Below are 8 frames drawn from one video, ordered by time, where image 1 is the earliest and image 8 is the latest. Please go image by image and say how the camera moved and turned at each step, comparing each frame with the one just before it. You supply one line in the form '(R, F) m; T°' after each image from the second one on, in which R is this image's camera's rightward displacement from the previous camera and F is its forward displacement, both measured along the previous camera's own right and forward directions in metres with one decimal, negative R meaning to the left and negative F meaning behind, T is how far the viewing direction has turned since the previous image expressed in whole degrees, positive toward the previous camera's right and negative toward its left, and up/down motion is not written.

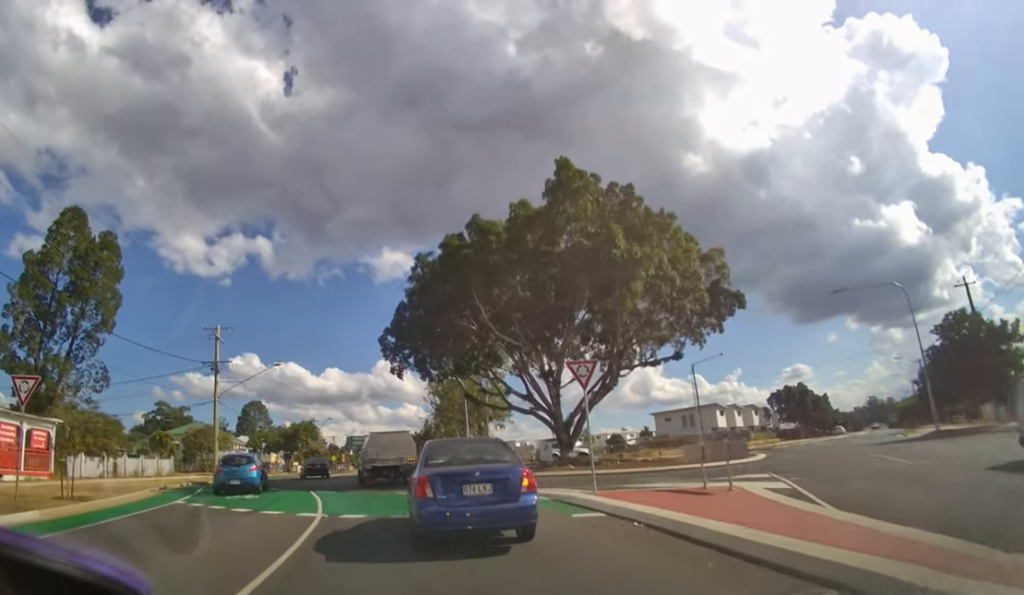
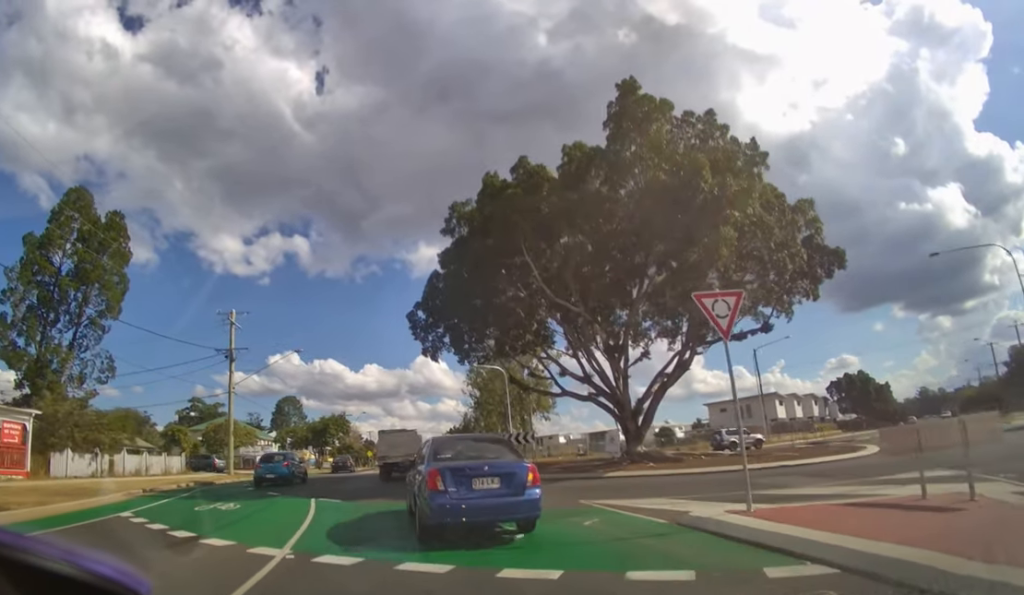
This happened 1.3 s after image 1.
(-0.3, +4.3) m; -5°
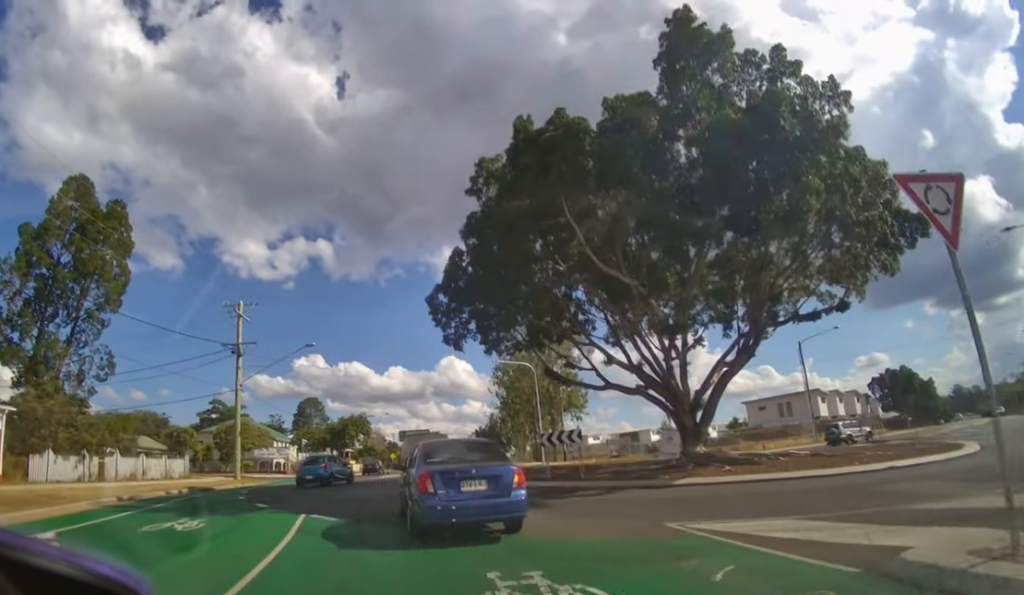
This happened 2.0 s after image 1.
(0.0, +2.4) m; -2°
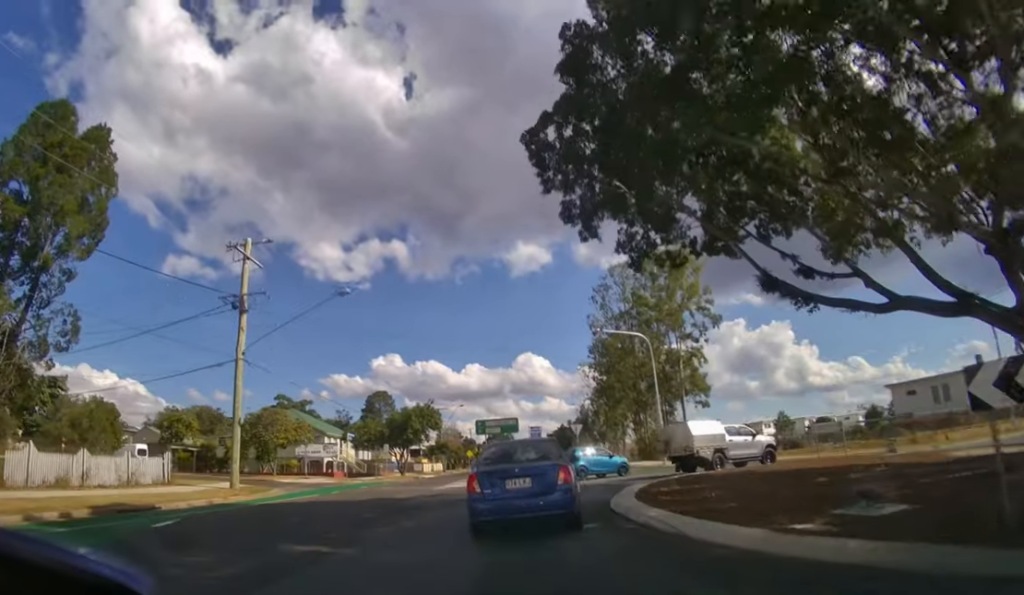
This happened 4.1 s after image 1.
(-0.5, +9.6) m; -3°
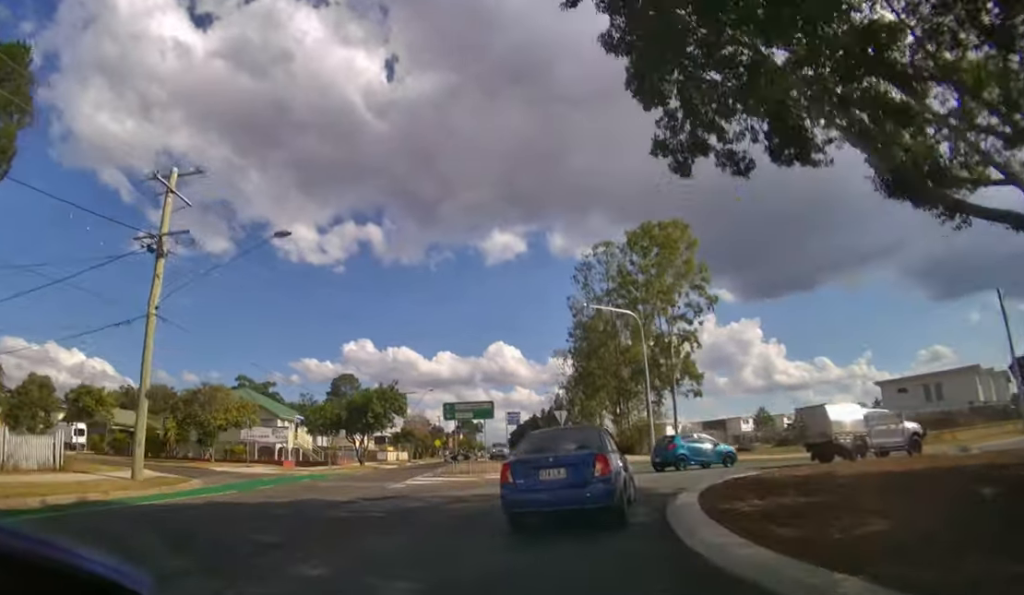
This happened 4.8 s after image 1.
(0.0, +4.7) m; +2°
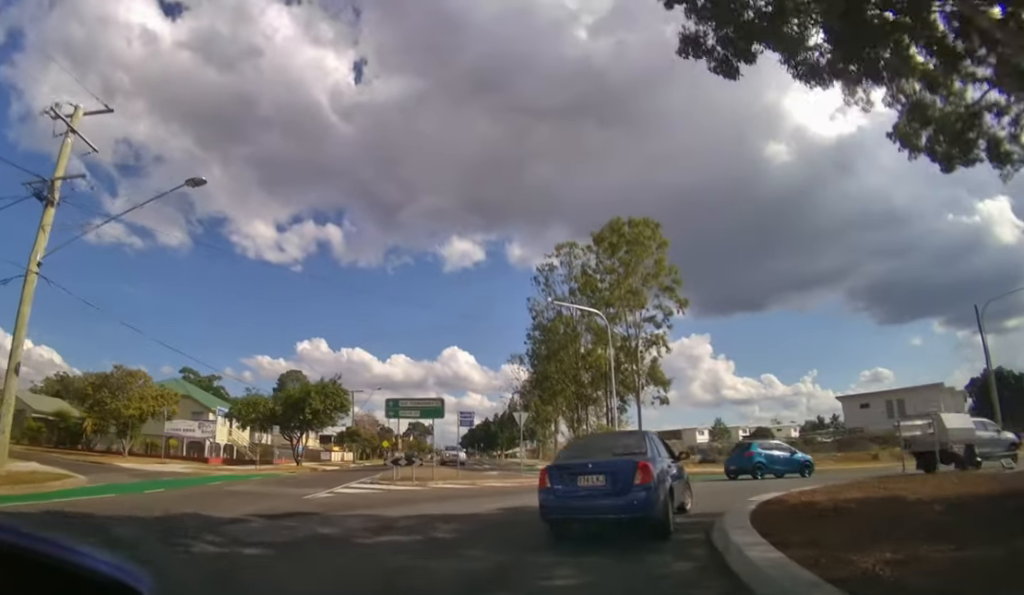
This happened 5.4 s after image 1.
(+0.1, +4.2) m; +5°
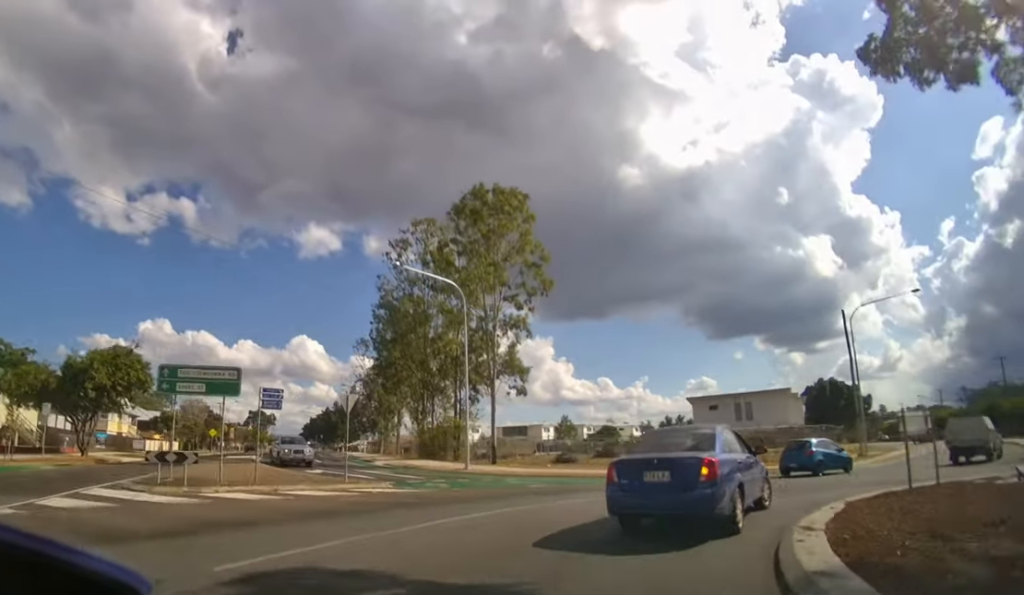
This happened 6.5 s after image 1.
(+0.7, +7.1) m; +20°
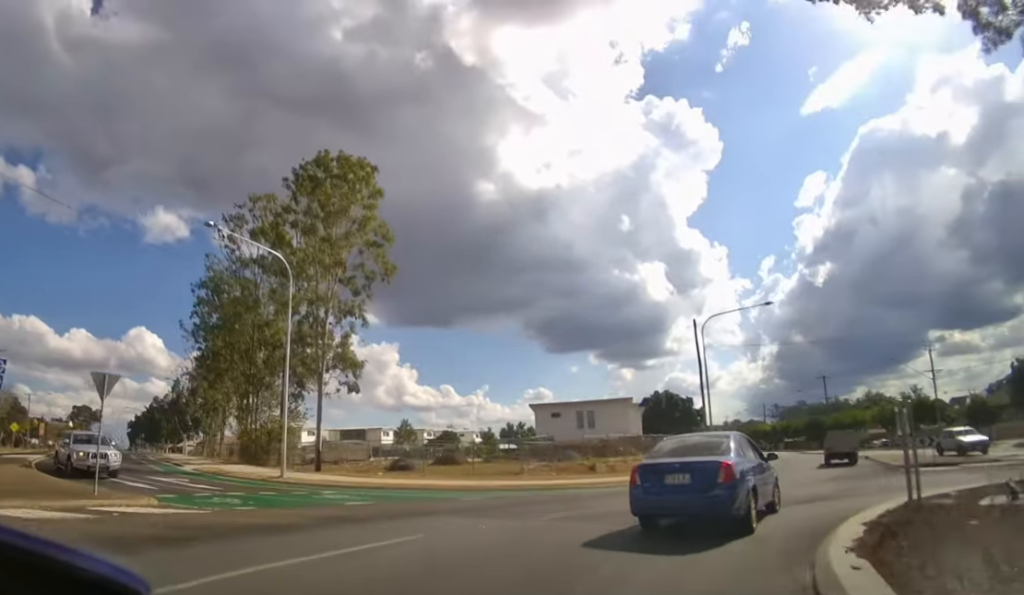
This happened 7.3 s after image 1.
(+0.7, +4.5) m; +21°
